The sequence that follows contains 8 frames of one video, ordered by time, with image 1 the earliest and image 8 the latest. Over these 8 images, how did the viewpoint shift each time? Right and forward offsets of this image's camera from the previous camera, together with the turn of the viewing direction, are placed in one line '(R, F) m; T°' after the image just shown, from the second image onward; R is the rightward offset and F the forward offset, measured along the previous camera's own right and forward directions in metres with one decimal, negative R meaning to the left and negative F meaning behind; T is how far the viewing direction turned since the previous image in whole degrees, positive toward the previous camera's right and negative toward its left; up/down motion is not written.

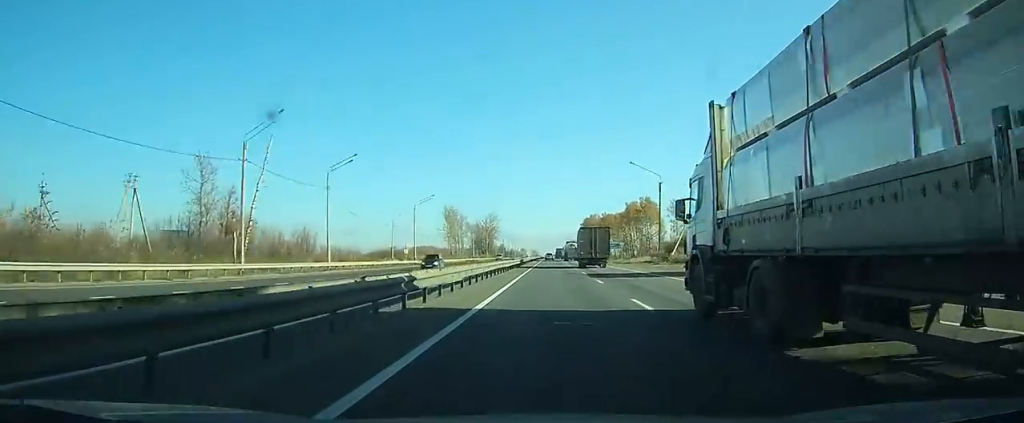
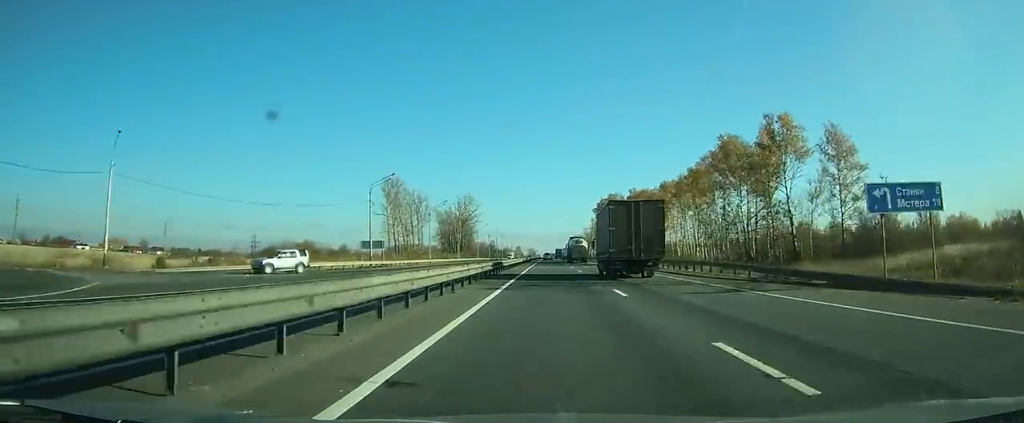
(+0.6, +94.1) m; 0°
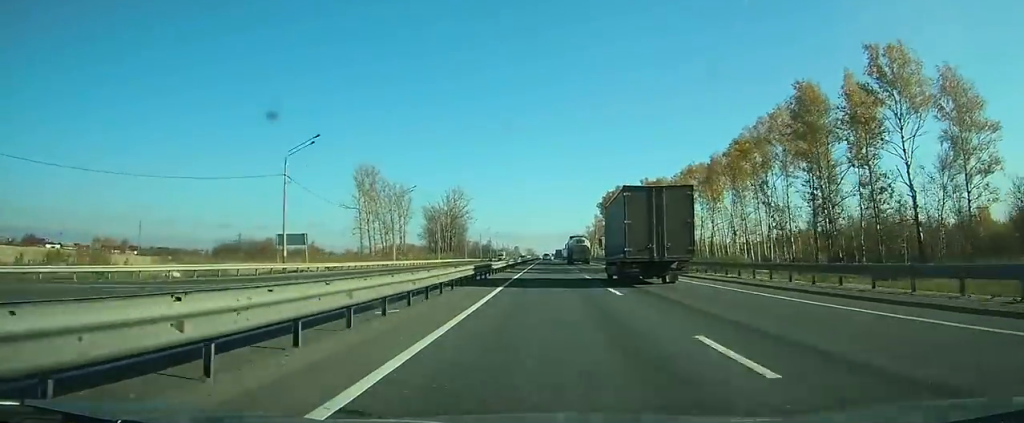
(0.0, +23.0) m; 0°
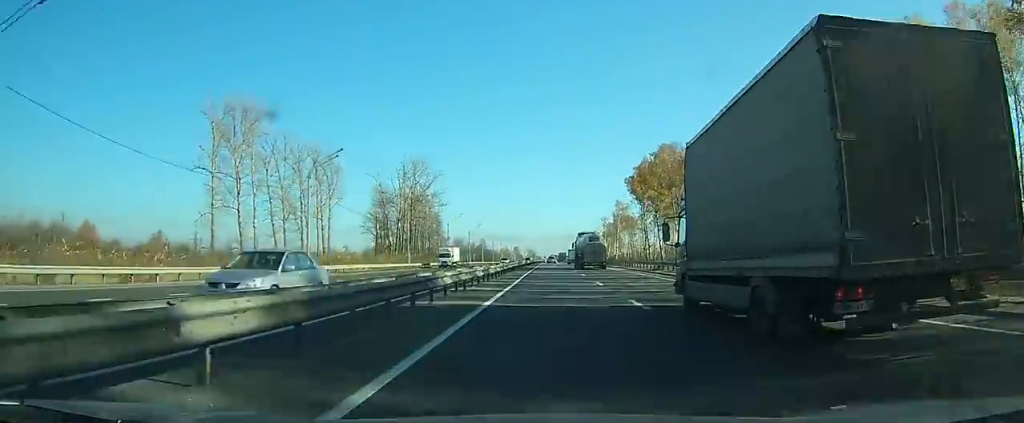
(-0.2, +61.6) m; 0°
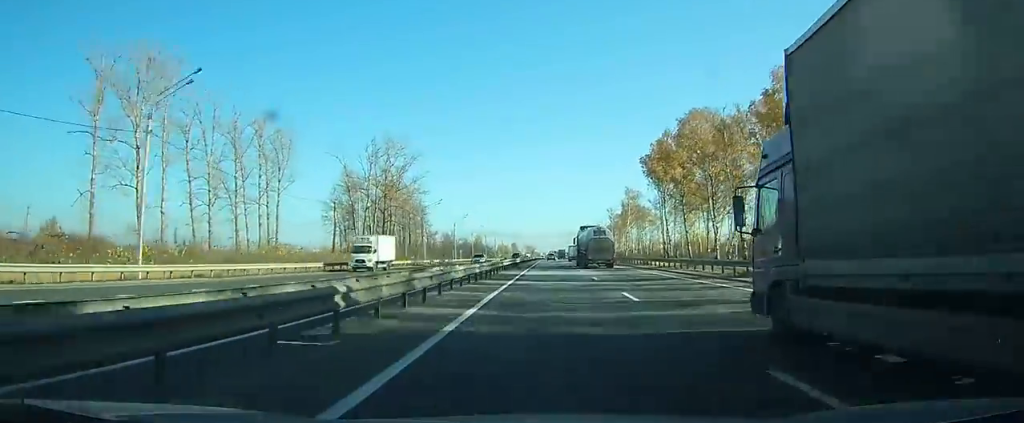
(0.0, +22.2) m; 0°
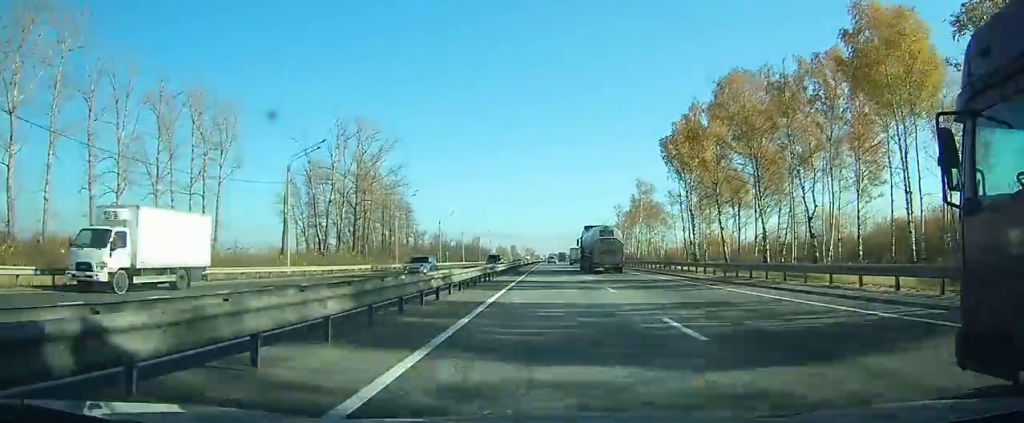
(0.0, +18.5) m; 0°
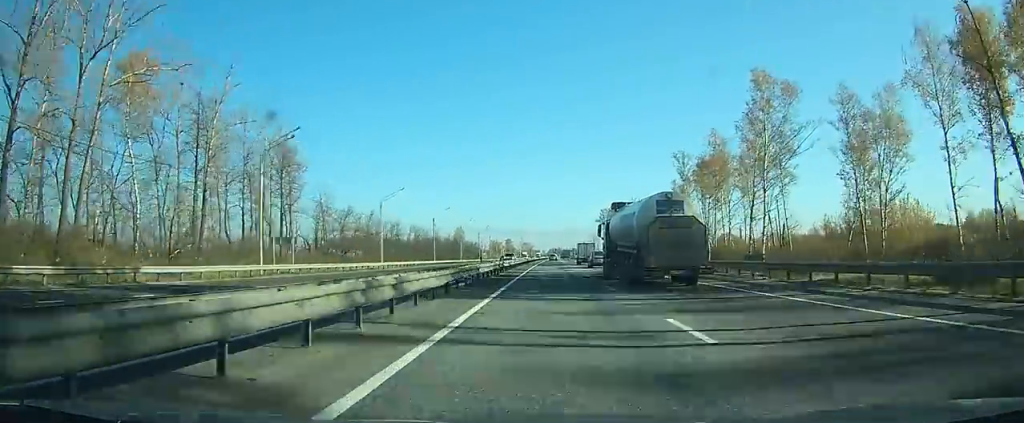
(-0.2, +70.8) m; 0°
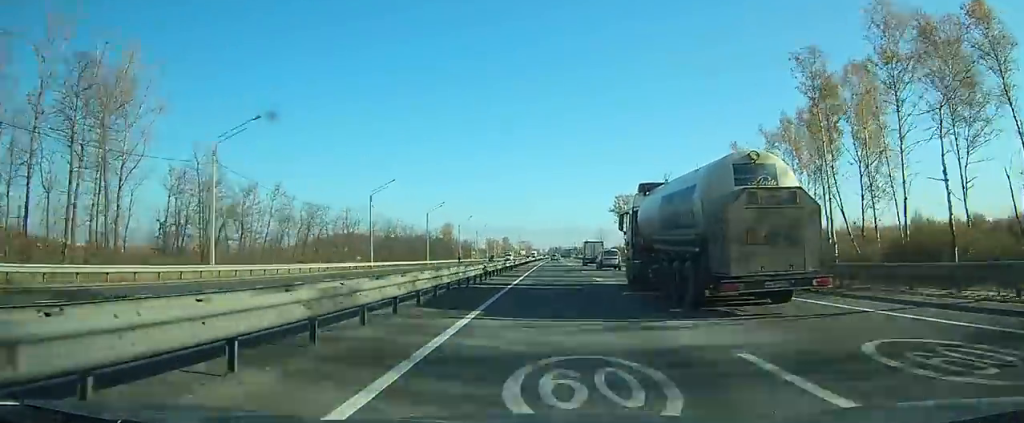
(0.0, +37.6) m; 0°
